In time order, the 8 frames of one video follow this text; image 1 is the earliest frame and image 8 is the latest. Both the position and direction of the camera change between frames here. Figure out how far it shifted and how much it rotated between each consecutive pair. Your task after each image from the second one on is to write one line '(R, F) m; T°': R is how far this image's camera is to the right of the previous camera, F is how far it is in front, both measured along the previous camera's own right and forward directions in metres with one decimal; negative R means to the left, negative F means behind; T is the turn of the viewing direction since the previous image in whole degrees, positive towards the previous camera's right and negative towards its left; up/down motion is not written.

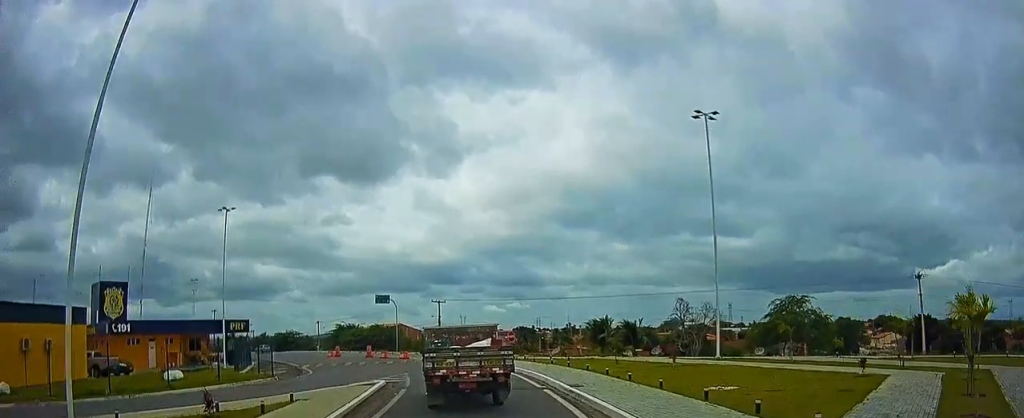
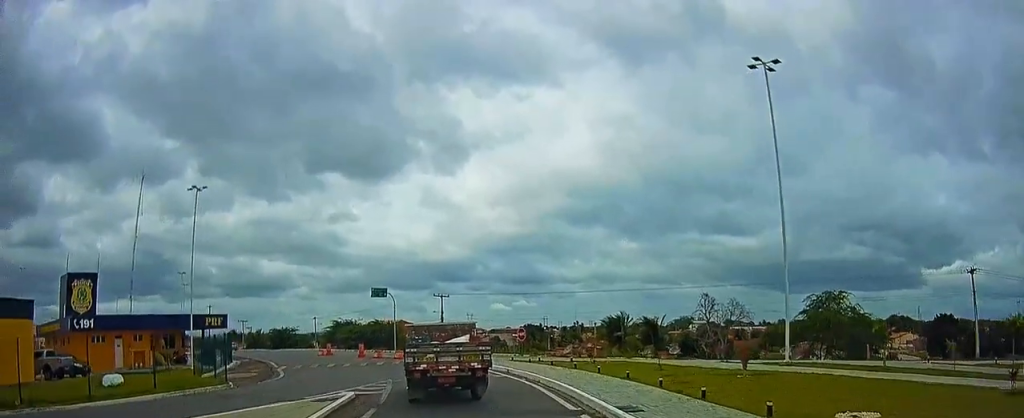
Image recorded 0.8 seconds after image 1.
(-0.1, +6.4) m; -1°
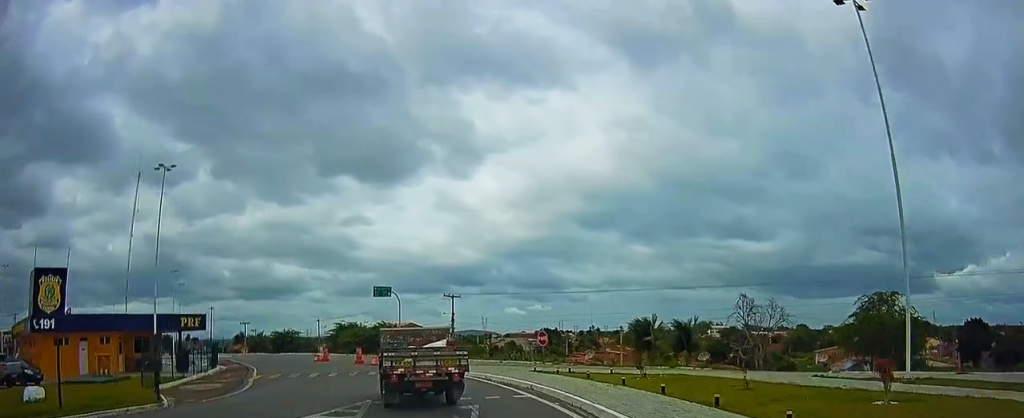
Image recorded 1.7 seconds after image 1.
(0.0, +6.3) m; +1°
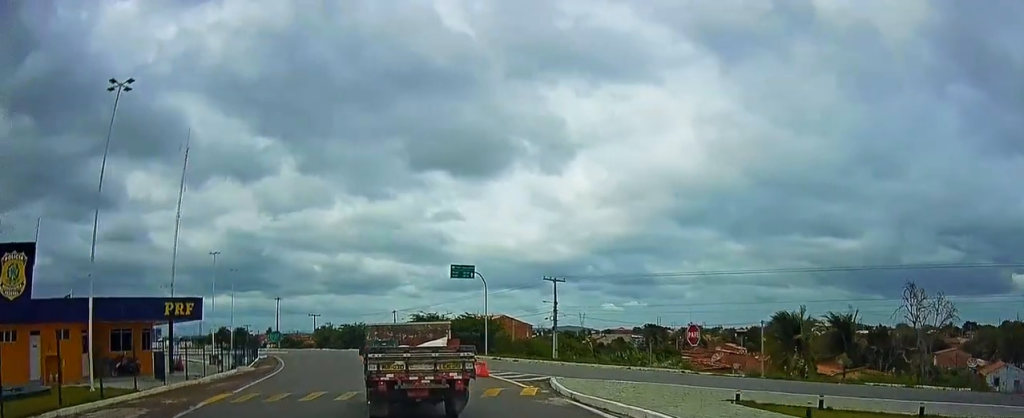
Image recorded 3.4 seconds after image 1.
(-0.3, +13.1) m; -6°
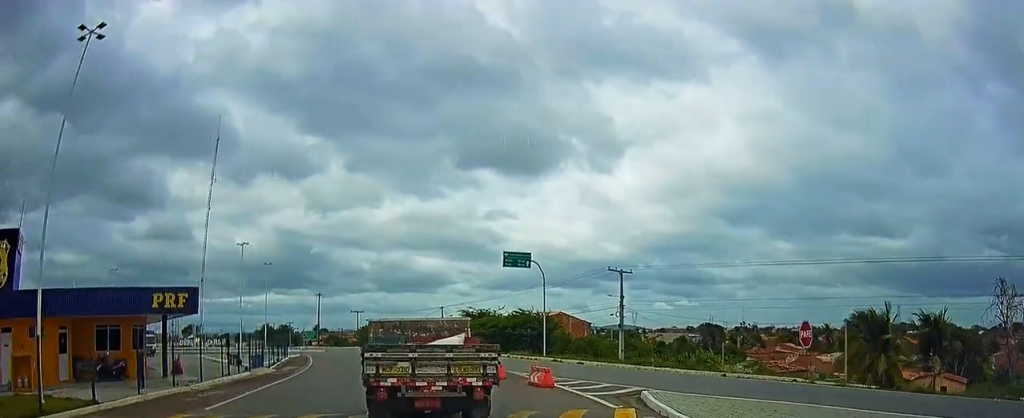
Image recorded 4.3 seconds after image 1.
(-0.3, +6.7) m; -5°
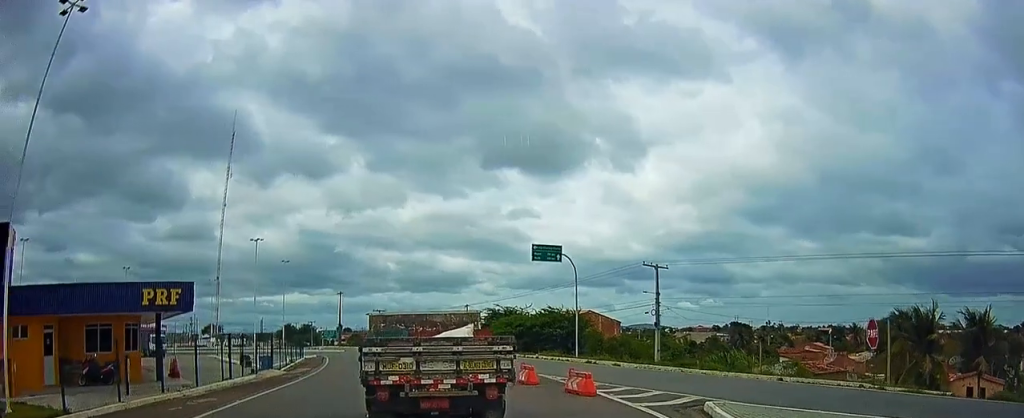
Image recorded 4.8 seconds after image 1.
(0.0, +3.7) m; -3°
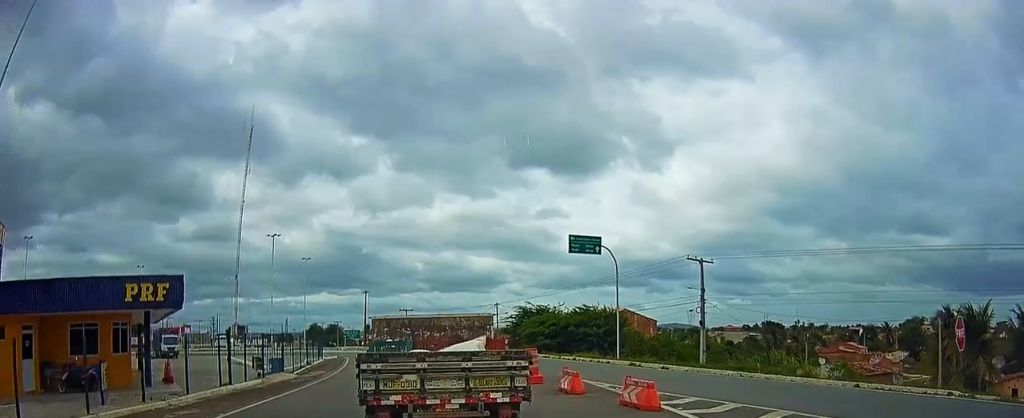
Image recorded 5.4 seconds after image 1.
(-0.2, +4.1) m; -2°
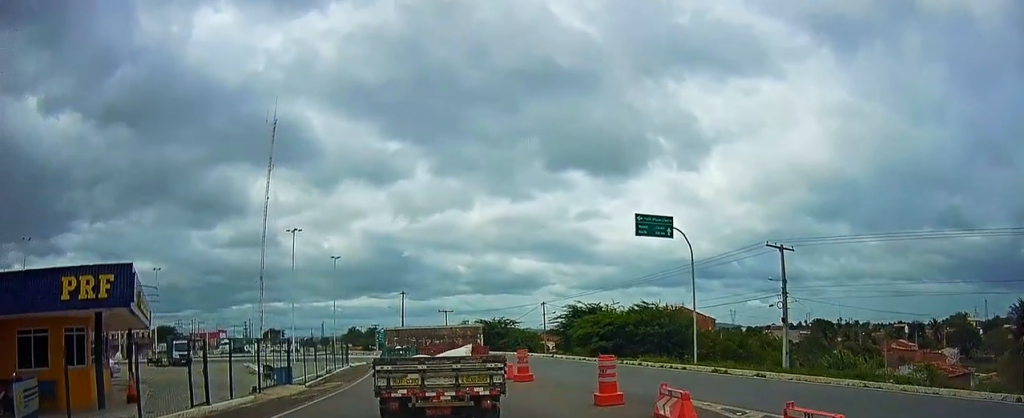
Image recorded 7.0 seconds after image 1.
(-0.2, +8.5) m; -4°
